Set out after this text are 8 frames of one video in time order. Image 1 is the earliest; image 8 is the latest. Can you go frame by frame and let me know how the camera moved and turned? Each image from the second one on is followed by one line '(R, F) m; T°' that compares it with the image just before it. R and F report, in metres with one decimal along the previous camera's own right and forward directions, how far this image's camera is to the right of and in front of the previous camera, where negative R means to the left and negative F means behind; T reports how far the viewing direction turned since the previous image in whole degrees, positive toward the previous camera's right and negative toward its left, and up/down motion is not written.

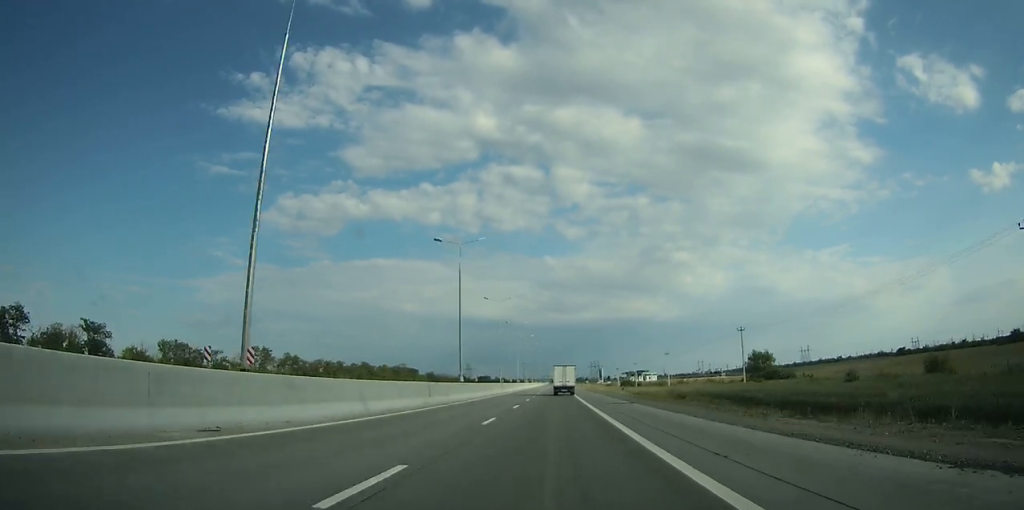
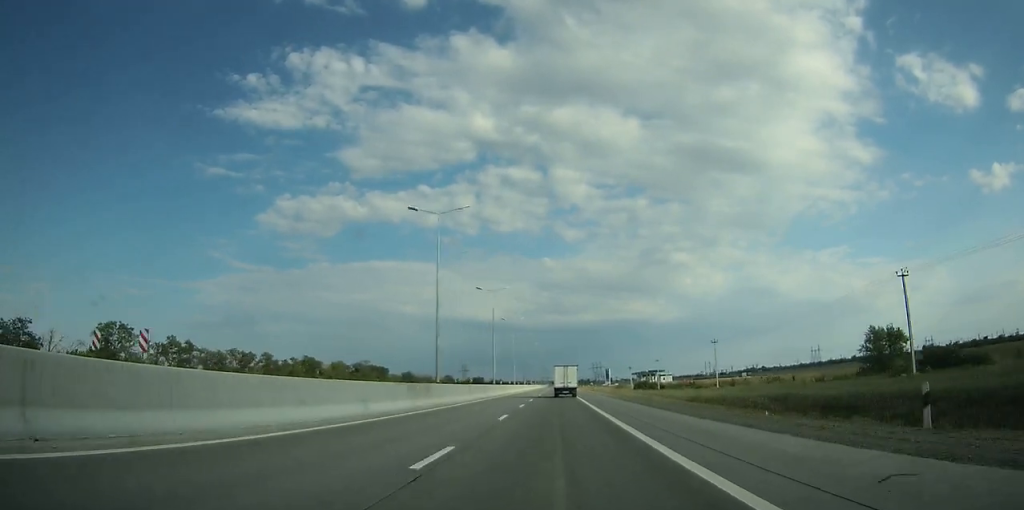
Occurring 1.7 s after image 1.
(0.0, +46.3) m; 0°
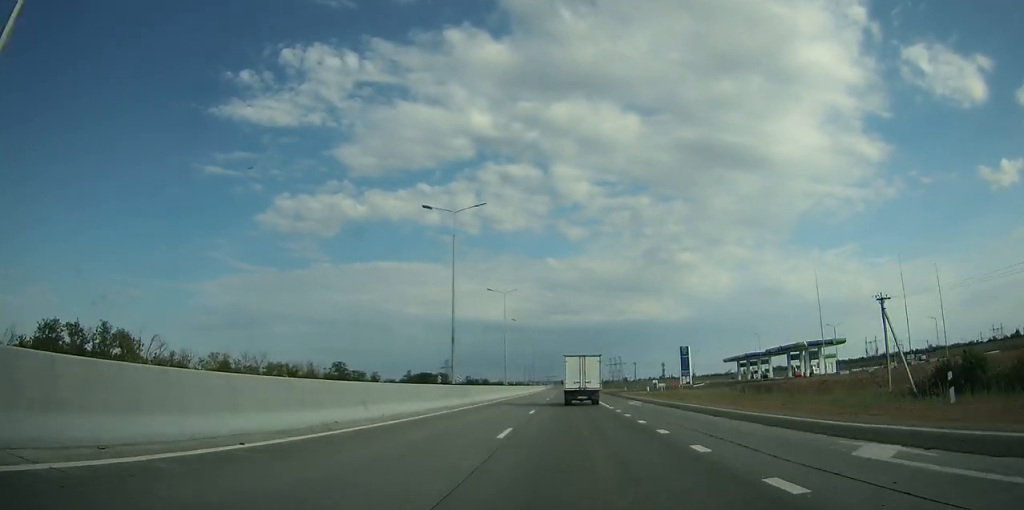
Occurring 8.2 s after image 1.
(-0.5, +179.1) m; -1°
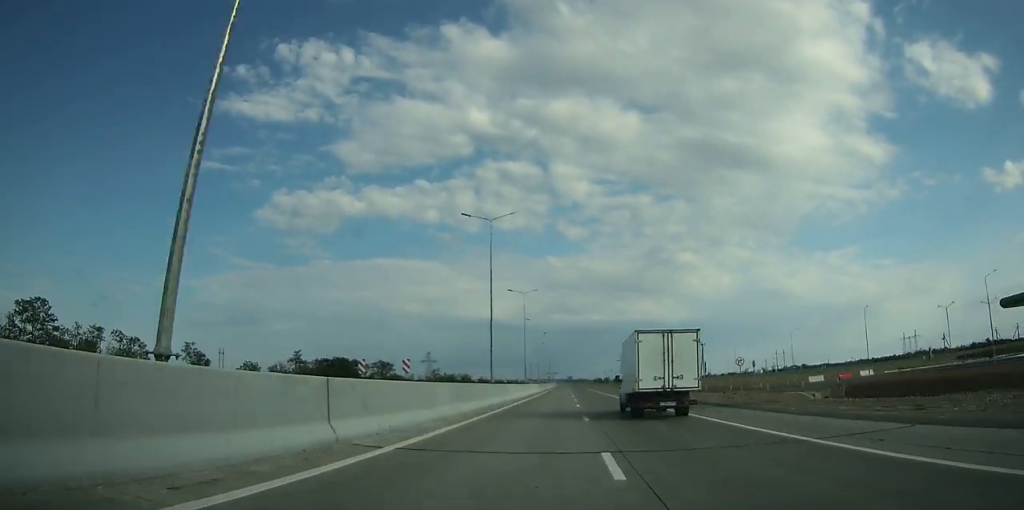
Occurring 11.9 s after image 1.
(-0.5, +100.0) m; 0°
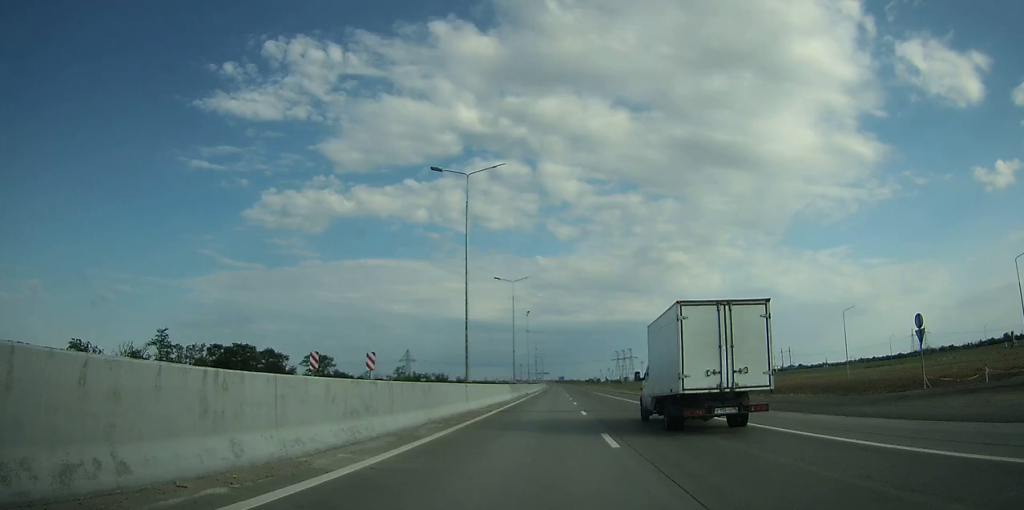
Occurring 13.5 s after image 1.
(+0.2, +43.1) m; 0°
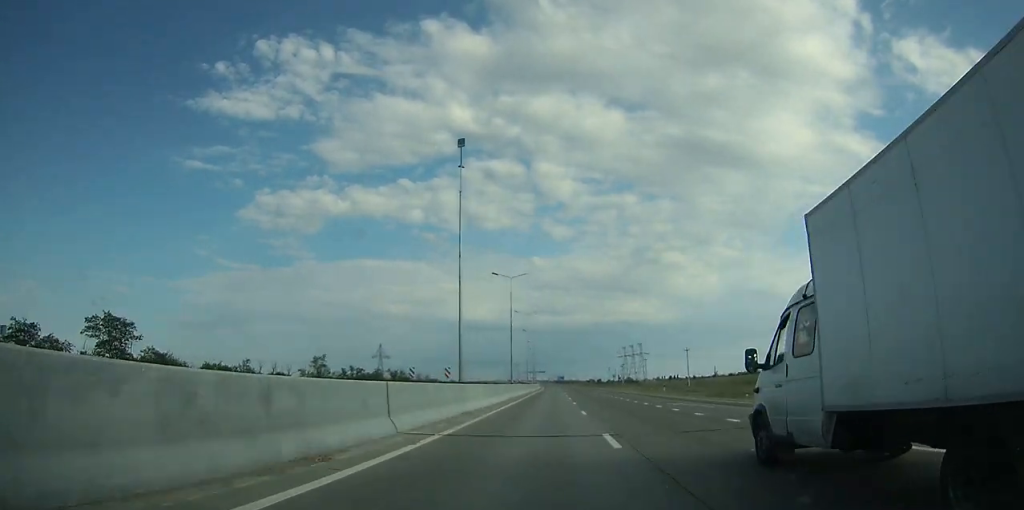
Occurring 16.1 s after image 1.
(+0.3, +71.5) m; 0°
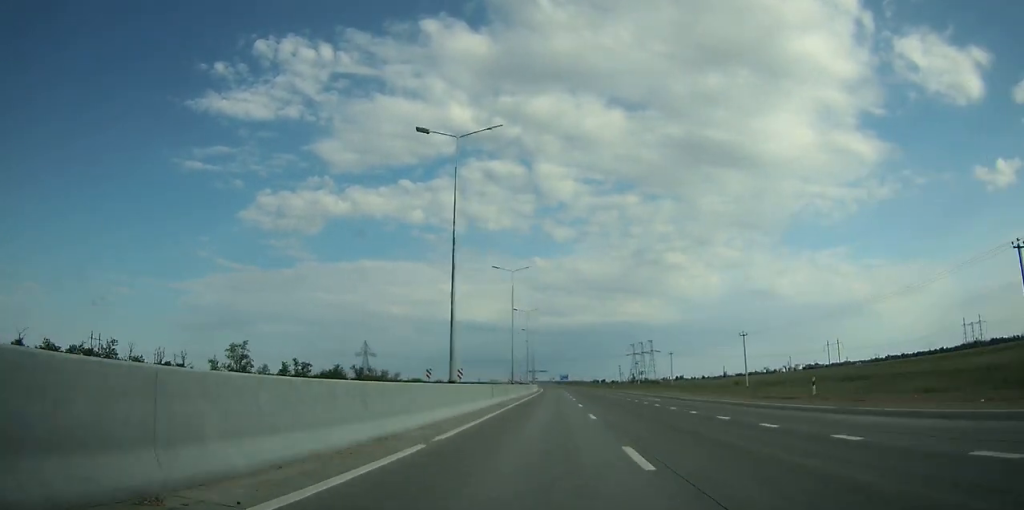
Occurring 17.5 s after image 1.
(+0.1, +39.9) m; 0°
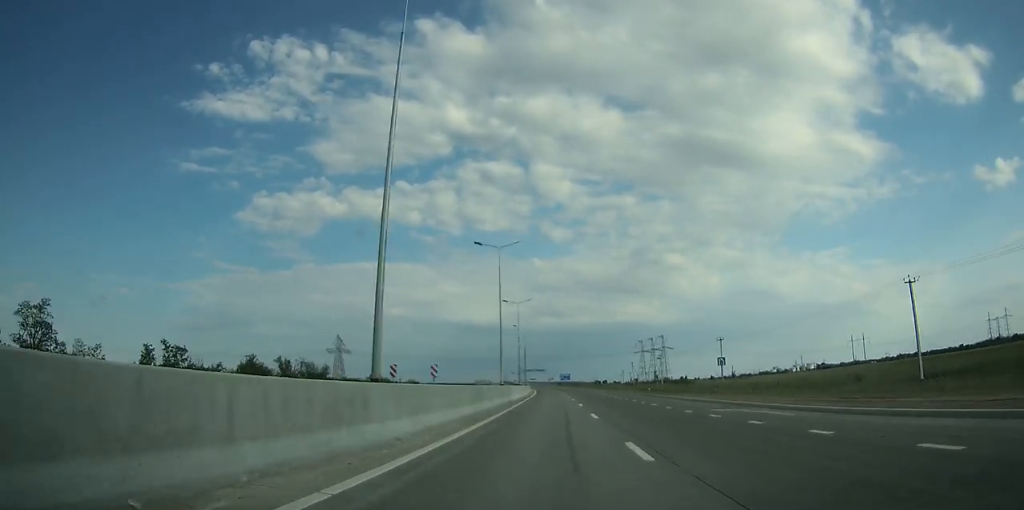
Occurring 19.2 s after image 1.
(+0.1, +48.3) m; 0°
